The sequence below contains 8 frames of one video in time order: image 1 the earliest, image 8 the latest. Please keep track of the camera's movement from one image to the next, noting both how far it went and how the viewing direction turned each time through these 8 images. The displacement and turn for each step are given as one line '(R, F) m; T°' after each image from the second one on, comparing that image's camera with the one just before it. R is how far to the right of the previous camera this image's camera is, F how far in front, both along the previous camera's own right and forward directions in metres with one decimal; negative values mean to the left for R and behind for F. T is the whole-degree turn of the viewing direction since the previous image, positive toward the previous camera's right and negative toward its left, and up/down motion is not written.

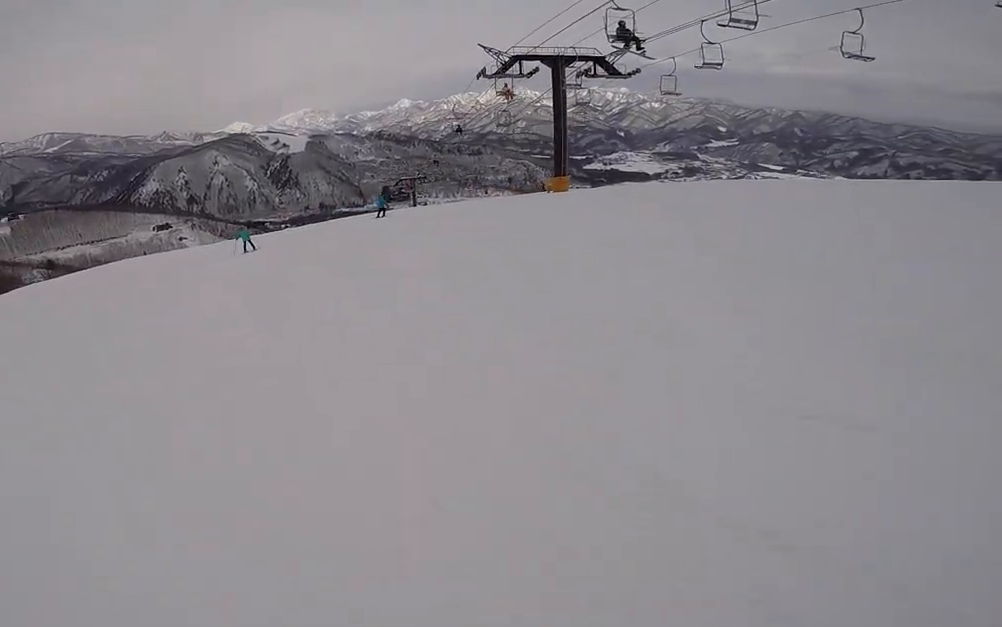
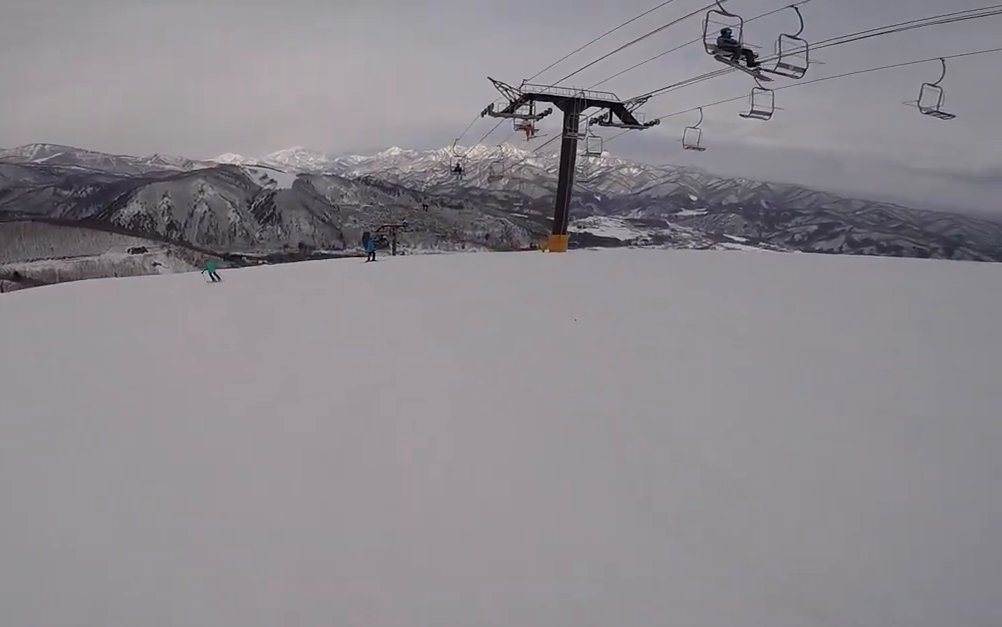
(+0.3, +3.9) m; +2°
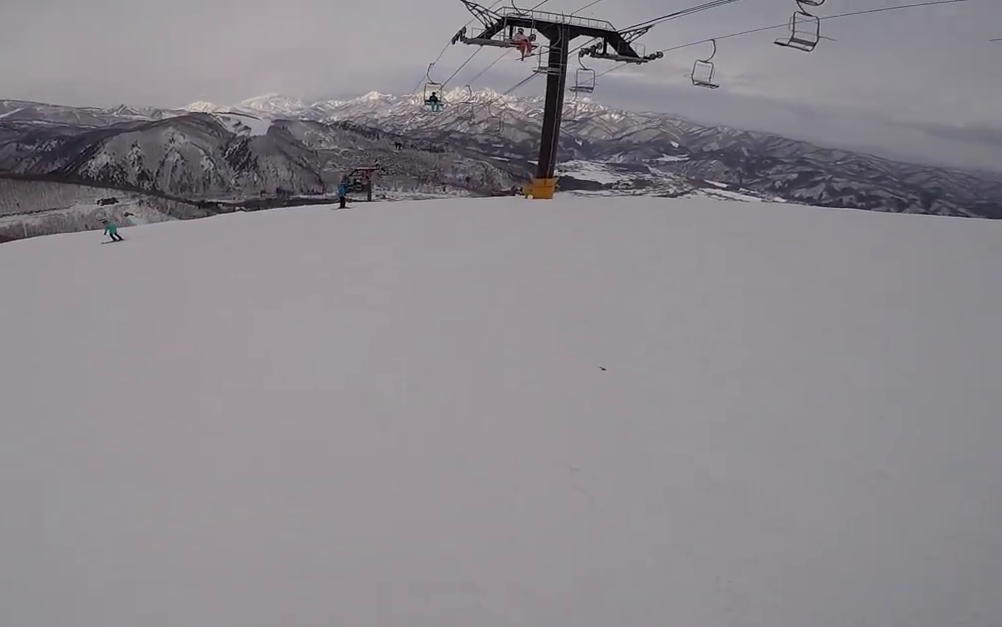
(0.0, +4.1) m; -10°
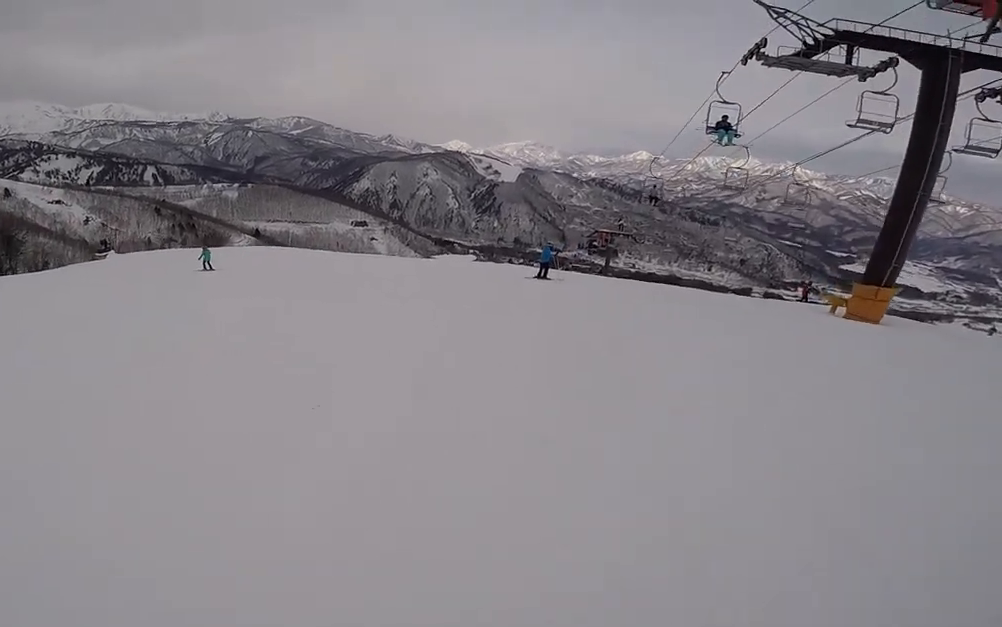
(-2.0, +5.4) m; -43°
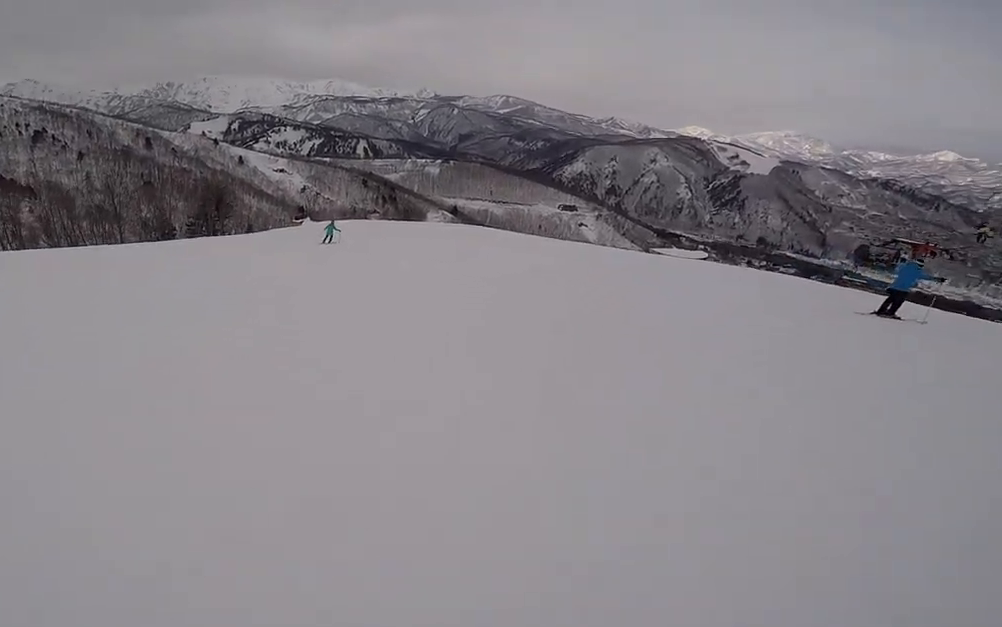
(-1.8, +5.3) m; -14°
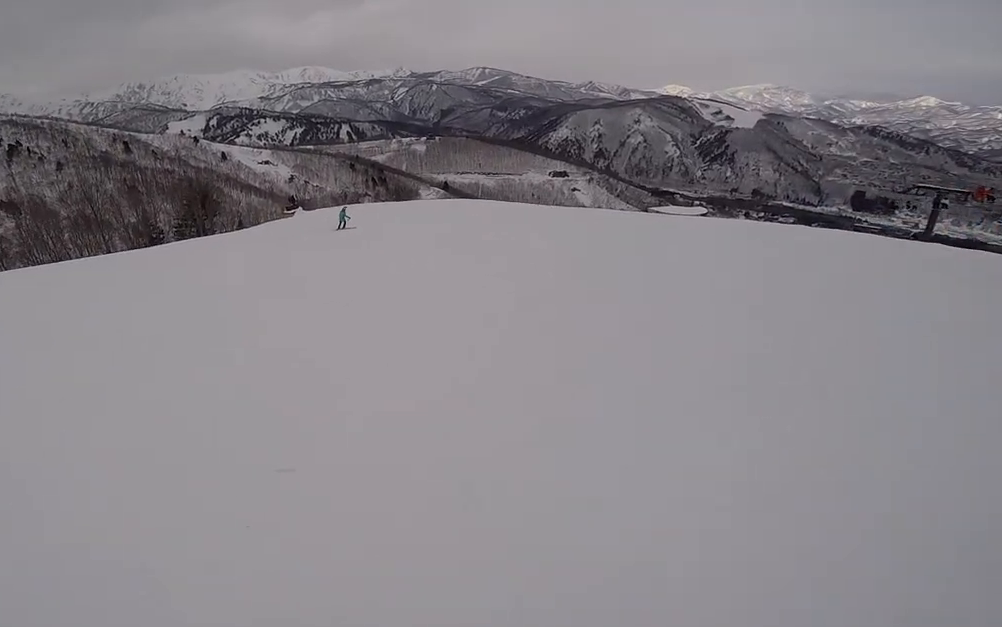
(+0.2, +3.2) m; +11°
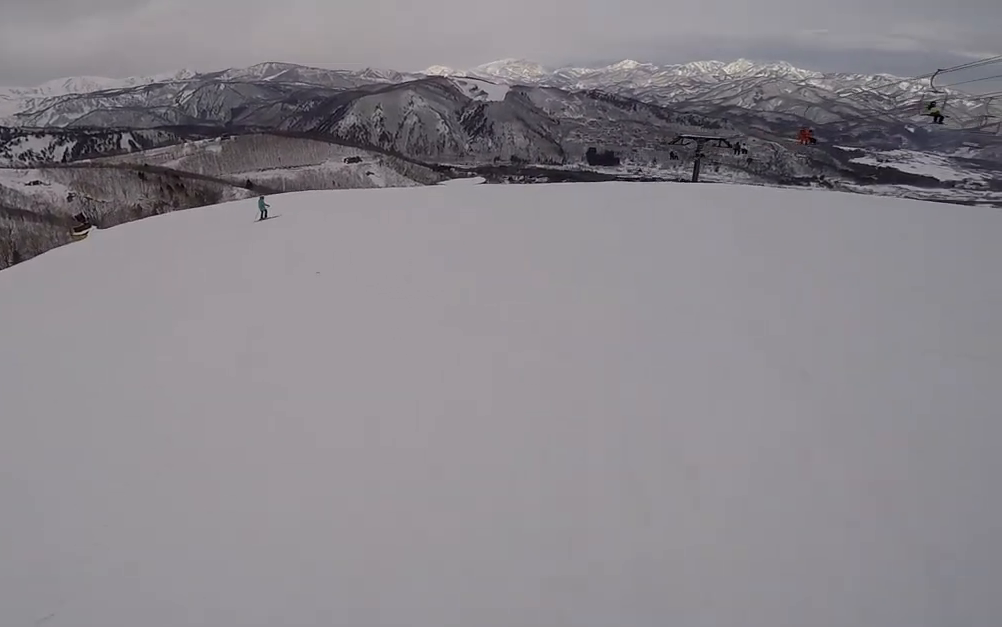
(+1.9, +6.6) m; +42°
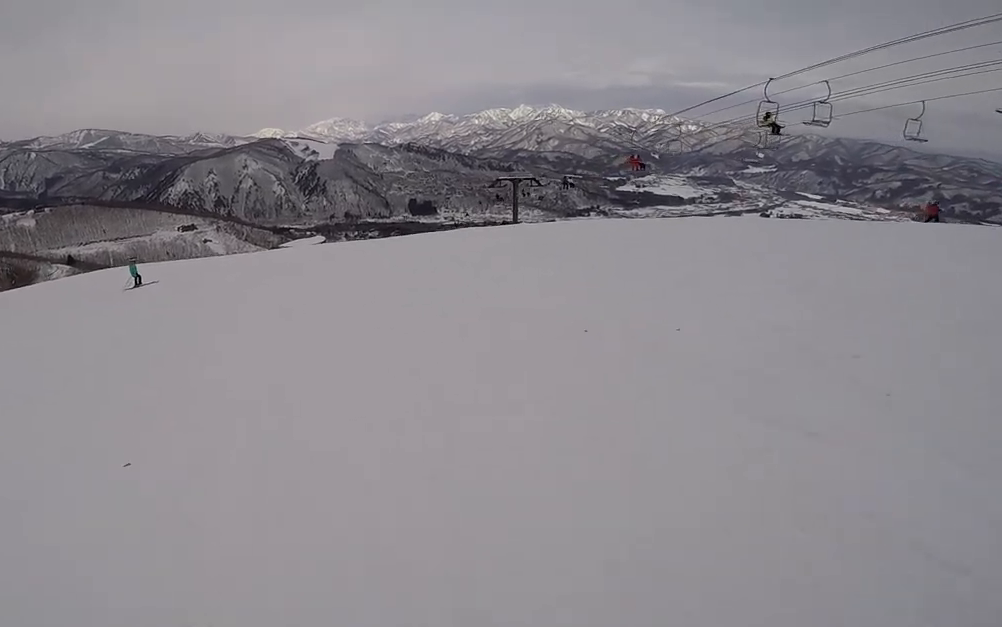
(+1.3, +2.9) m; +18°
